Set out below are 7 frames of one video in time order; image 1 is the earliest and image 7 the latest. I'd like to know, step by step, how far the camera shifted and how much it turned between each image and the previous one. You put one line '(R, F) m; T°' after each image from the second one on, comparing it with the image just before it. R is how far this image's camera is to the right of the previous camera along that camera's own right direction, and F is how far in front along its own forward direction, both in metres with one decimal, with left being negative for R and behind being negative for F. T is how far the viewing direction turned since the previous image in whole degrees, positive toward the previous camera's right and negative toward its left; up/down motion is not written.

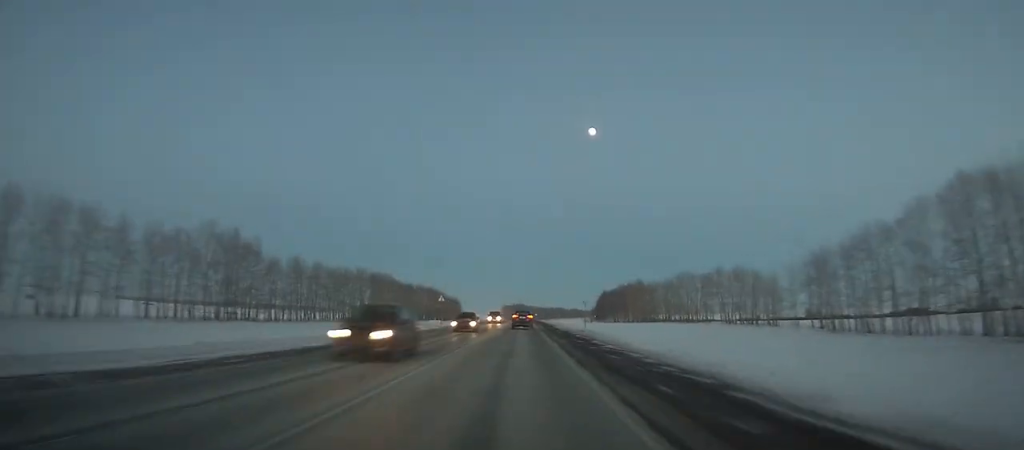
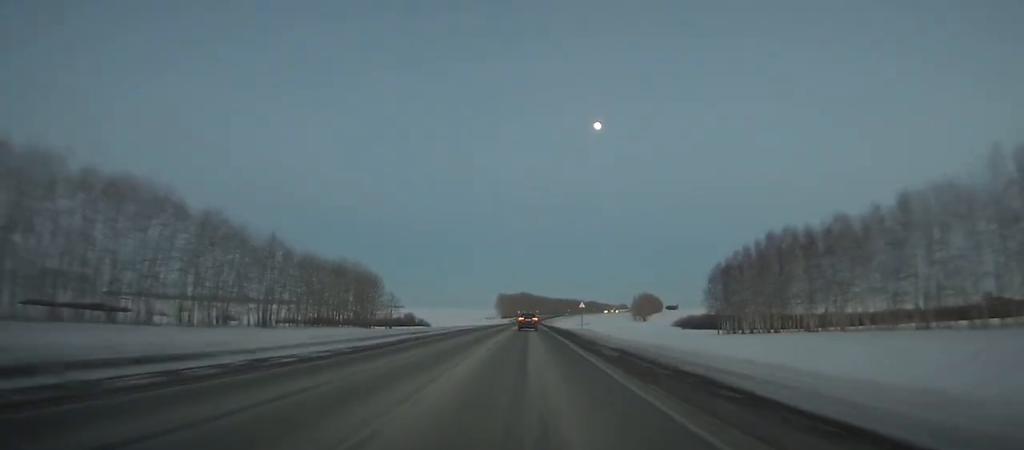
(-1.1, +199.1) m; 0°
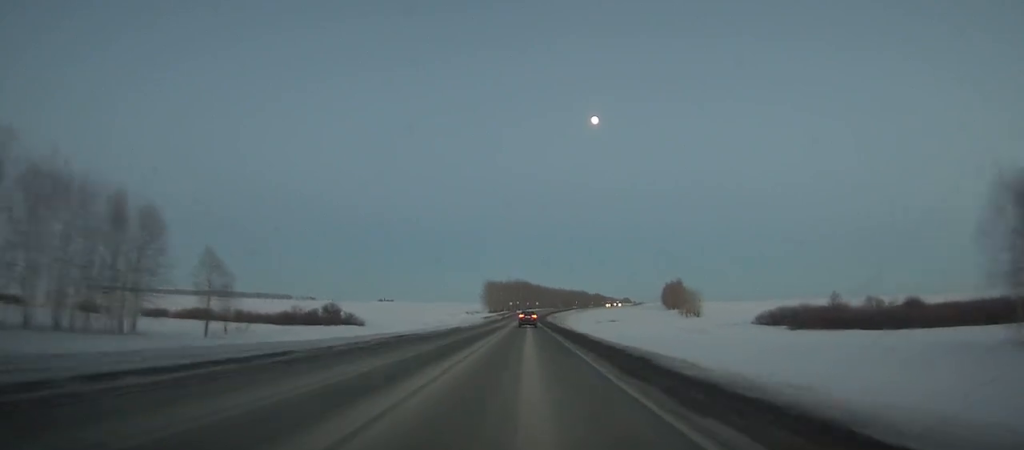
(+0.2, +93.8) m; 0°
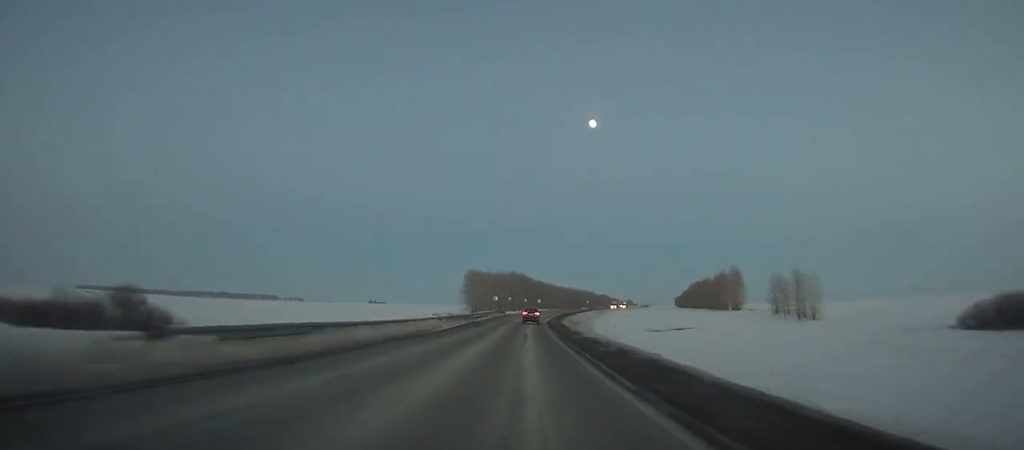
(+0.1, +80.9) m; +1°
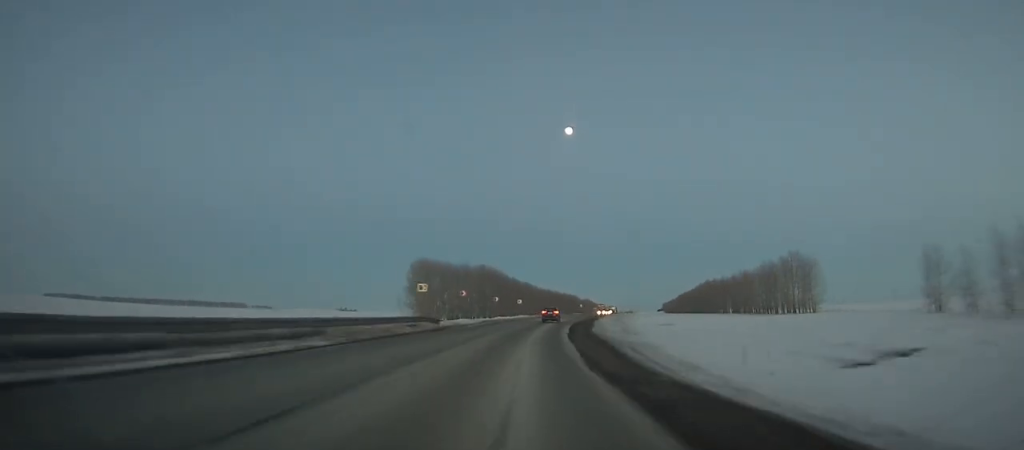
(+0.6, +62.8) m; +3°
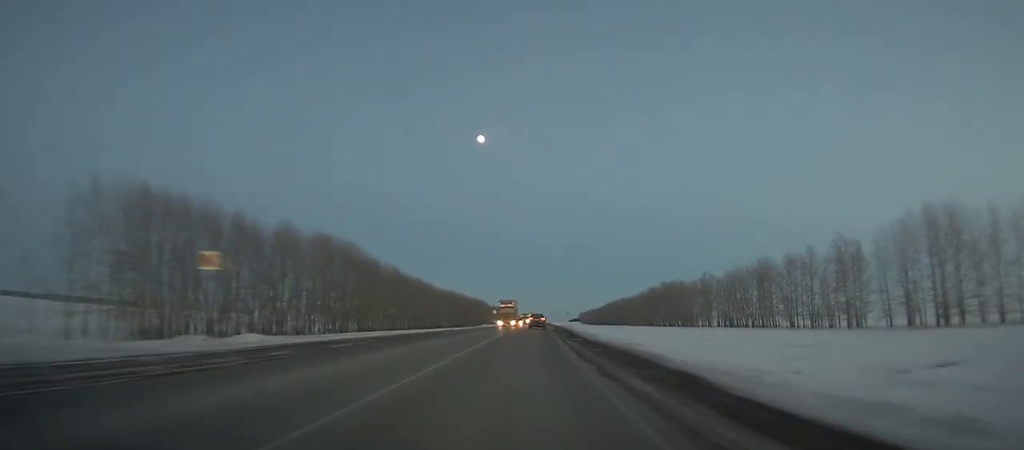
(+4.2, +85.2) m; +6°
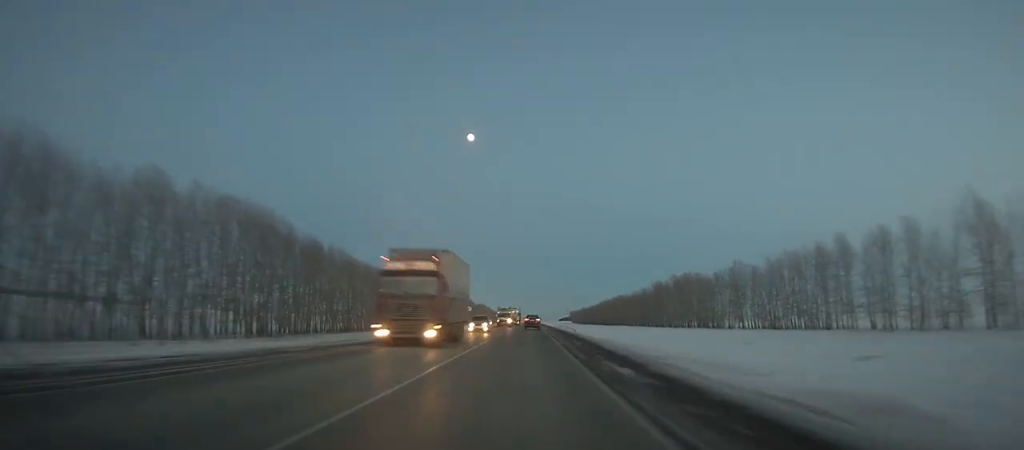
(+0.7, +35.3) m; +2°
